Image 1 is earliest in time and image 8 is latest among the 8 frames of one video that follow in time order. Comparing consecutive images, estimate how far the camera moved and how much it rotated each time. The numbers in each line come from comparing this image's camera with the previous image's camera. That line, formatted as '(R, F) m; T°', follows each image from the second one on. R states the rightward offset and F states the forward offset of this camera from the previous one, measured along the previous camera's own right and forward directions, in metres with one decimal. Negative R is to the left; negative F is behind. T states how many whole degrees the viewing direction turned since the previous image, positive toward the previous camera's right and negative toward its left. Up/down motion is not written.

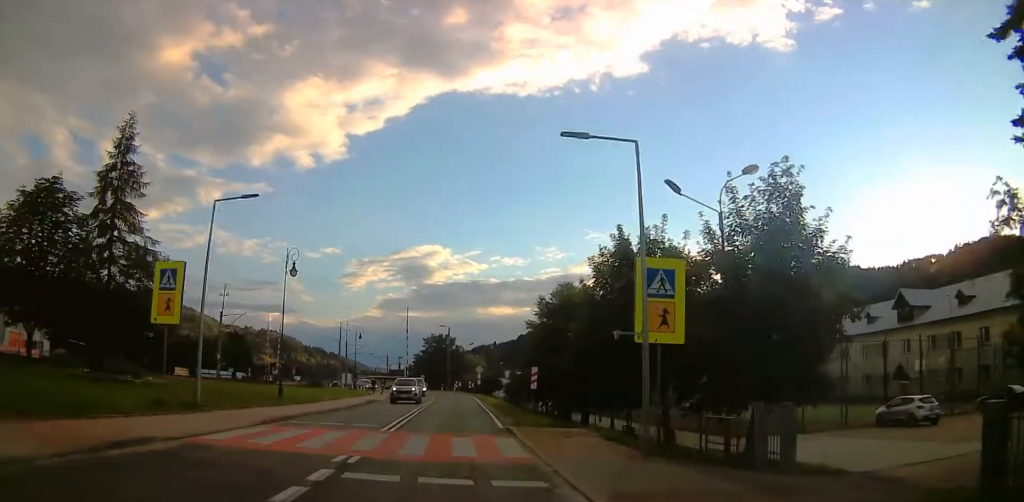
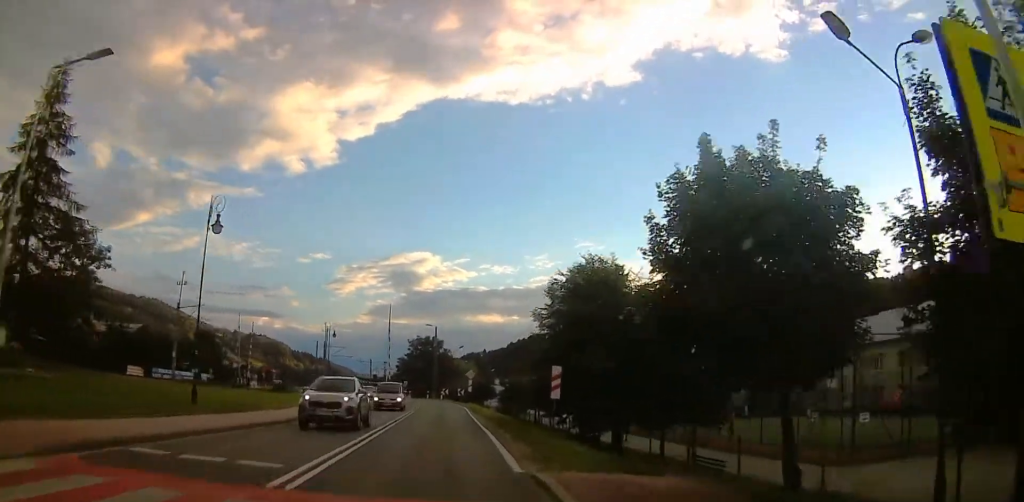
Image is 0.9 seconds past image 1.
(+0.5, +10.8) m; +4°
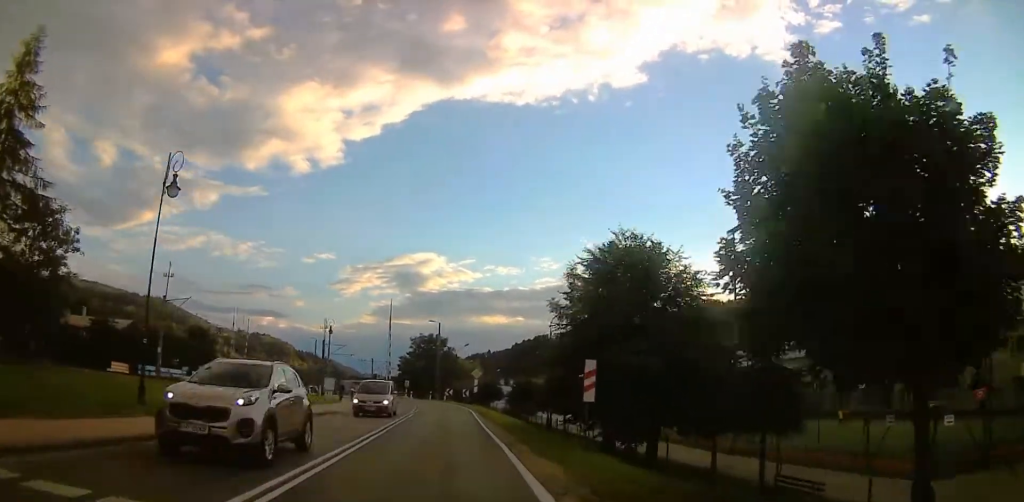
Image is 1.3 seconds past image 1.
(+0.2, +5.1) m; +1°
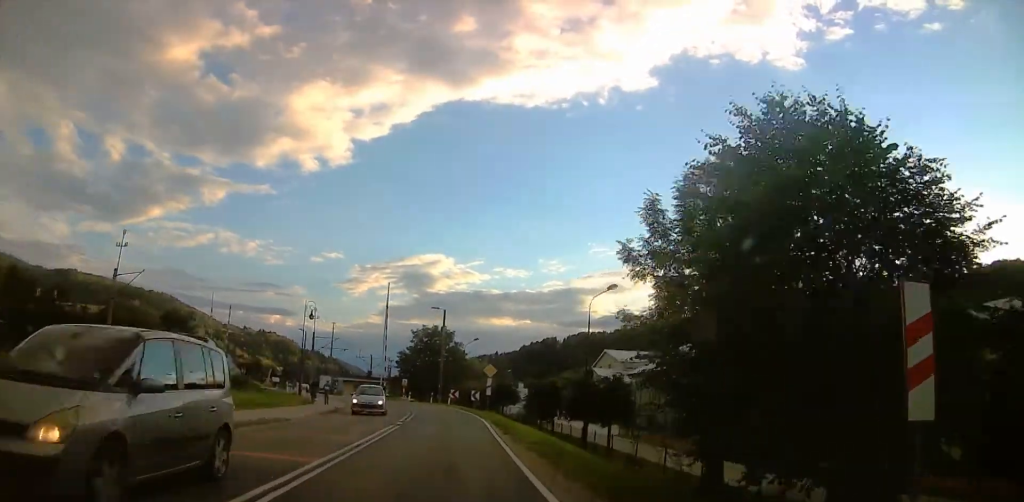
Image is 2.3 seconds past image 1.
(+0.3, +13.0) m; -9°
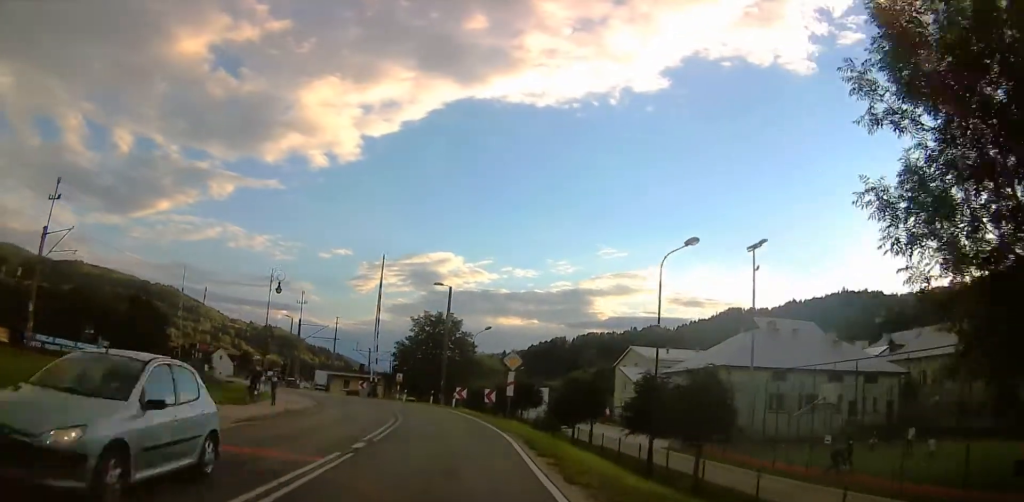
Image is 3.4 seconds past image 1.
(-2.0, +9.8) m; -12°
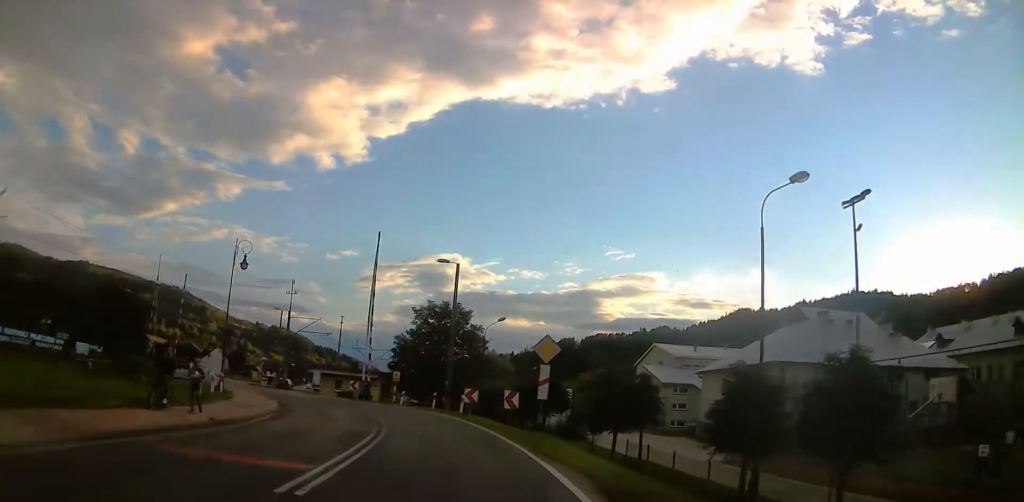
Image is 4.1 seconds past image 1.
(-0.5, +6.3) m; +4°
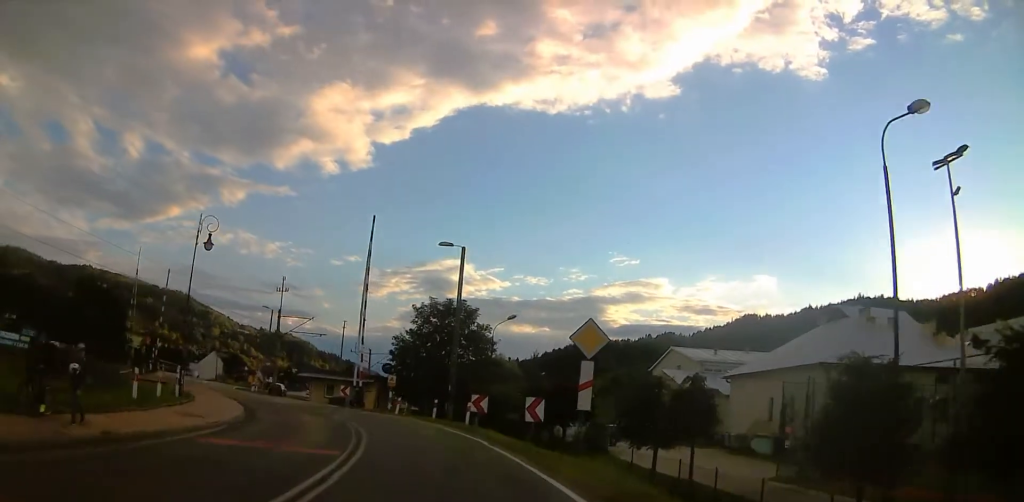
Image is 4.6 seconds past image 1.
(+1.2, +5.3) m; +10°
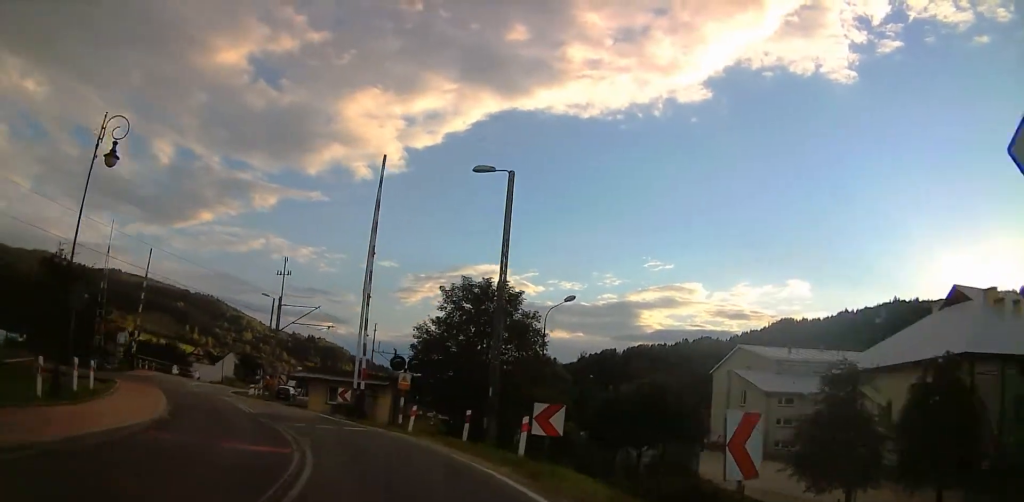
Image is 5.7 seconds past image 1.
(+0.5, +10.9) m; 0°
